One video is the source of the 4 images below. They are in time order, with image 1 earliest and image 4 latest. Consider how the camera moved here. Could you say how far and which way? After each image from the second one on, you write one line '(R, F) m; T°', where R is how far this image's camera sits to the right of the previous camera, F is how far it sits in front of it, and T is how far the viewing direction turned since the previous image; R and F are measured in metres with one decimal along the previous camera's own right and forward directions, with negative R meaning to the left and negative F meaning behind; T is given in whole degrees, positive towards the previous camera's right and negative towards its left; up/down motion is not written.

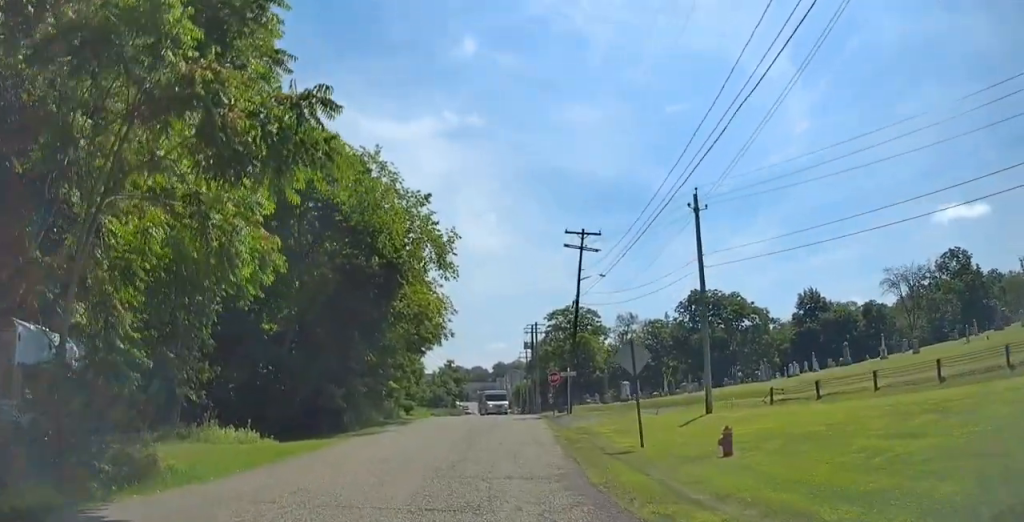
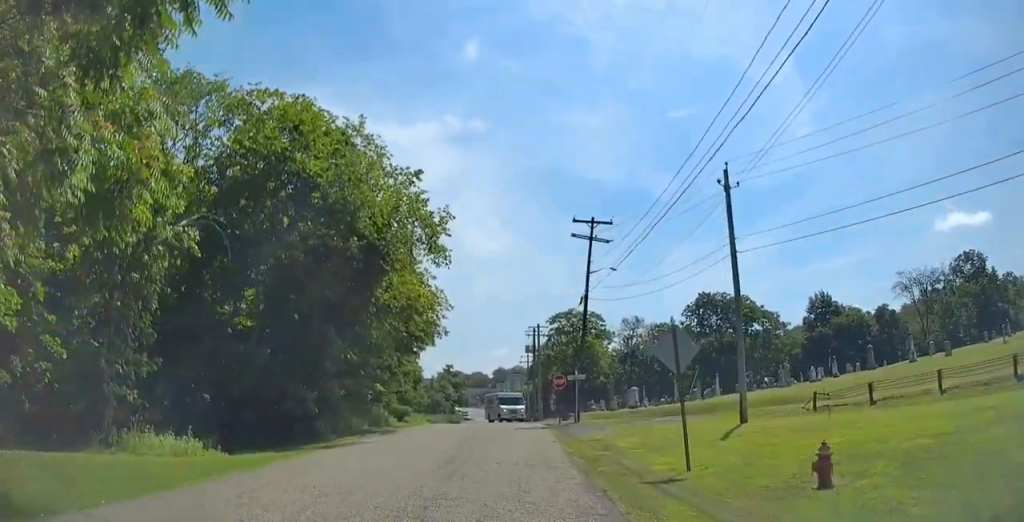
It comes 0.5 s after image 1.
(0.0, +4.6) m; 0°
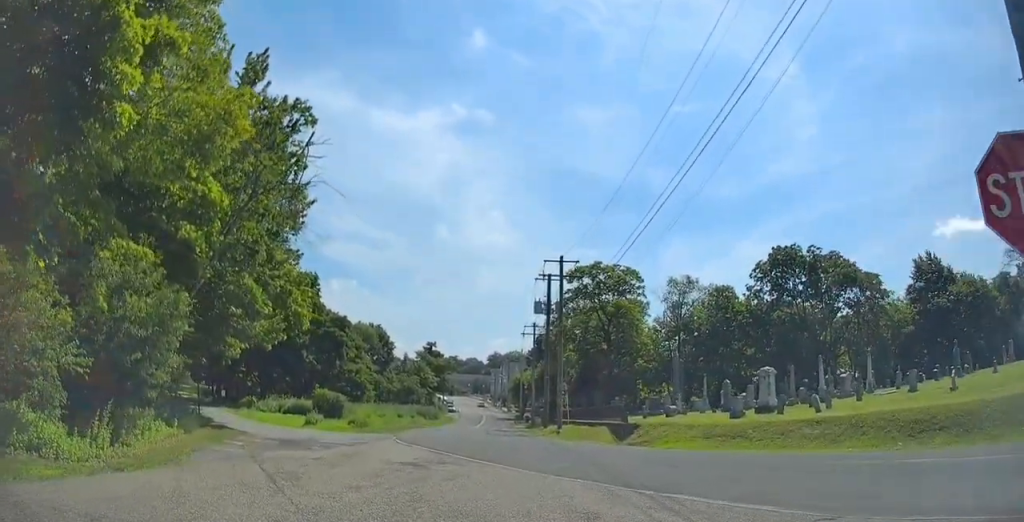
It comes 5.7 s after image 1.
(+0.1, +38.0) m; +5°
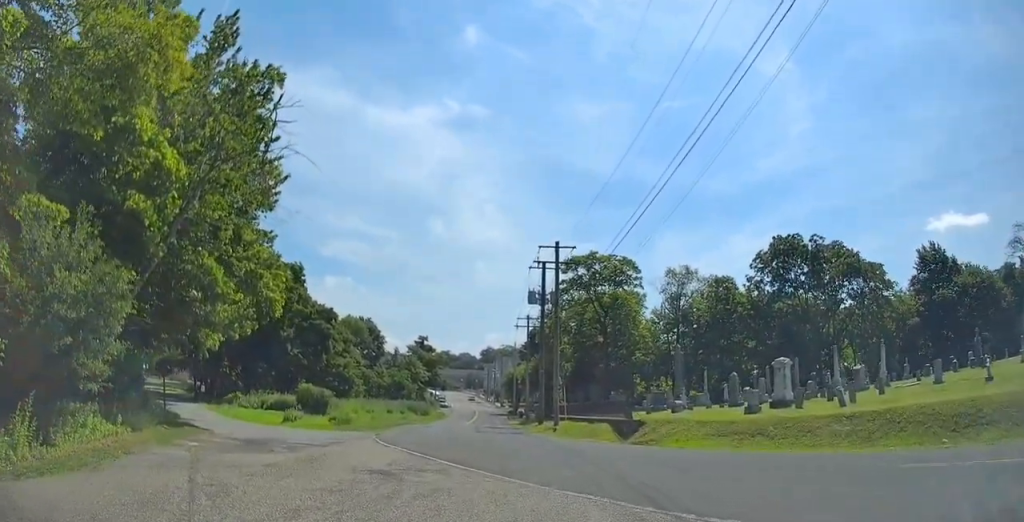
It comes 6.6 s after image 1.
(0.0, +3.7) m; 0°
